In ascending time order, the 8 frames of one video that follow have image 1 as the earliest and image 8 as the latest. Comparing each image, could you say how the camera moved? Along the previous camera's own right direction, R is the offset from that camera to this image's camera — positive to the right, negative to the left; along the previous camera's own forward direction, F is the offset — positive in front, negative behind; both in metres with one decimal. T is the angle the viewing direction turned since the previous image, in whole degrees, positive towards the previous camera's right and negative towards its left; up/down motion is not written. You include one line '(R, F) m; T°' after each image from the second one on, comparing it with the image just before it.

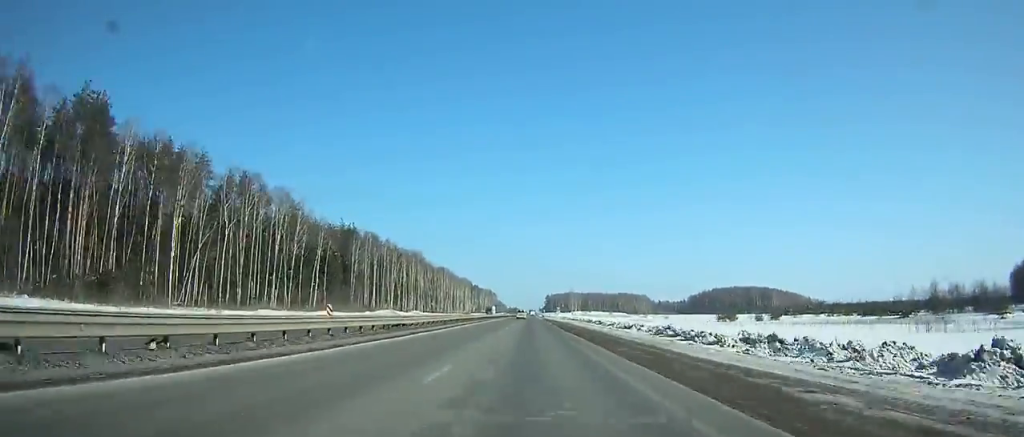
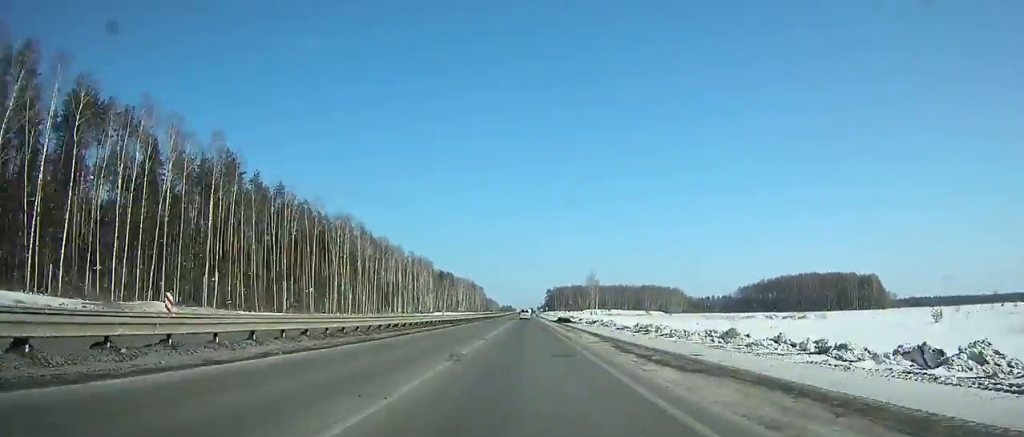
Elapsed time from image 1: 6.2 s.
(-0.1, +168.8) m; 0°
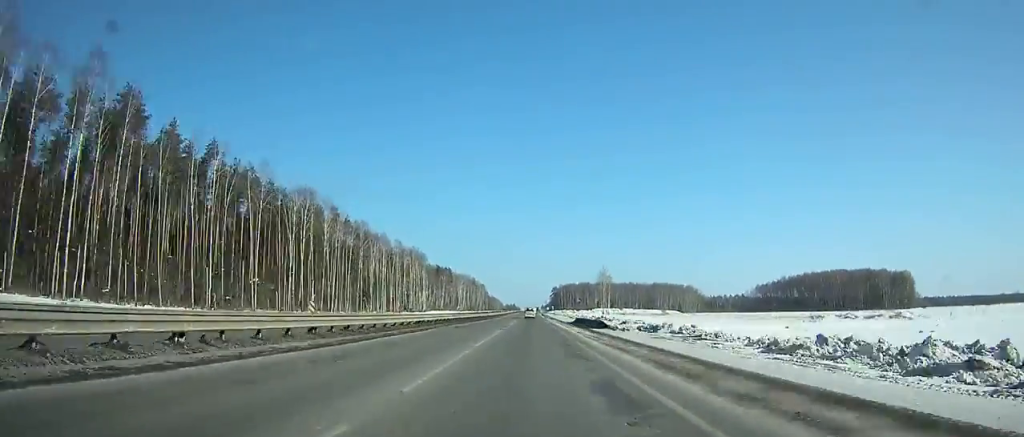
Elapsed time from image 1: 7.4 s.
(0.0, +31.9) m; 0°
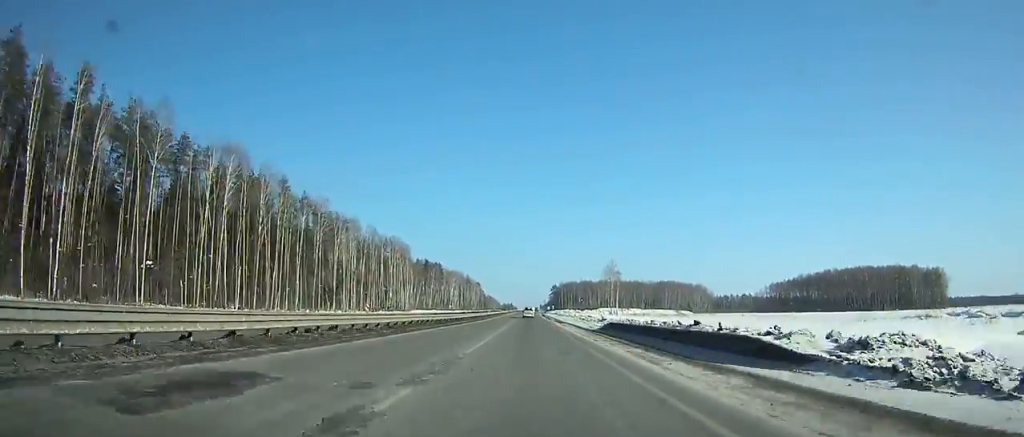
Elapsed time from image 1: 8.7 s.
(0.0, +34.4) m; 0°
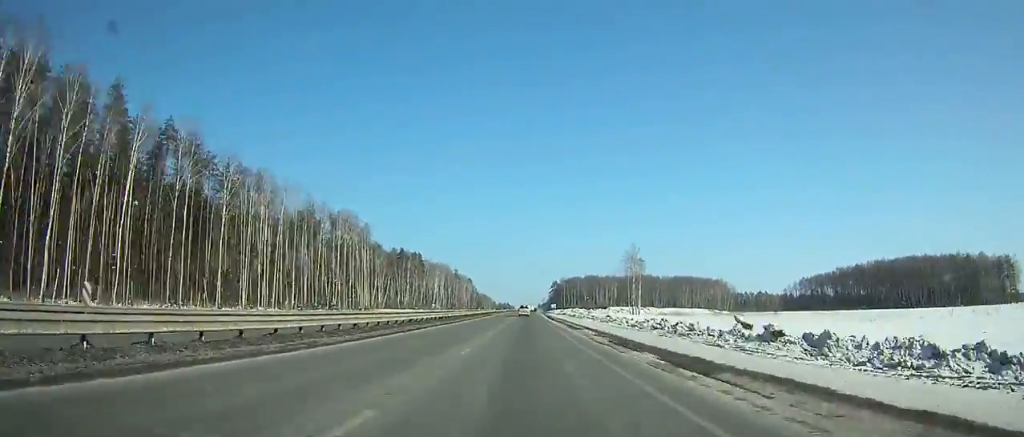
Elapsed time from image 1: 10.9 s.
(+0.1, +57.5) m; 0°
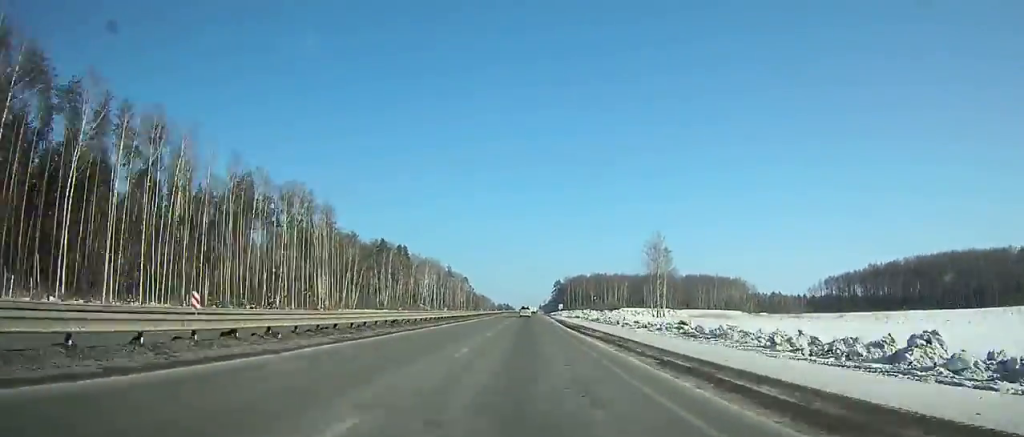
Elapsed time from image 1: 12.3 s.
(0.0, +36.2) m; 0°
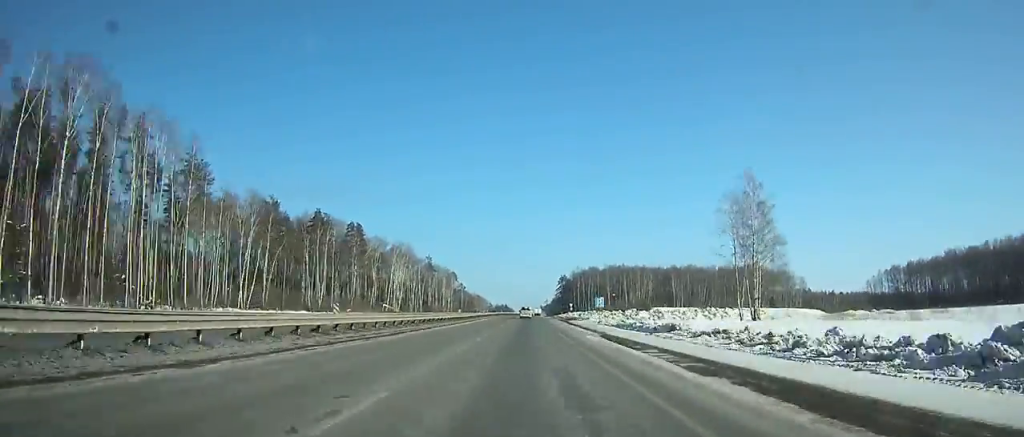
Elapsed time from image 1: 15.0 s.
(0.0, +69.4) m; 0°
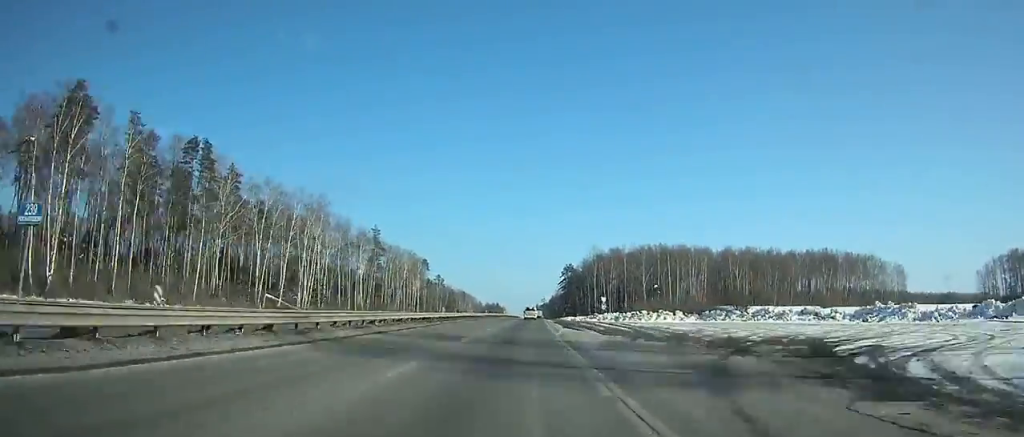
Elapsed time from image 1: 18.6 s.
(+0.4, +92.1) m; +1°
